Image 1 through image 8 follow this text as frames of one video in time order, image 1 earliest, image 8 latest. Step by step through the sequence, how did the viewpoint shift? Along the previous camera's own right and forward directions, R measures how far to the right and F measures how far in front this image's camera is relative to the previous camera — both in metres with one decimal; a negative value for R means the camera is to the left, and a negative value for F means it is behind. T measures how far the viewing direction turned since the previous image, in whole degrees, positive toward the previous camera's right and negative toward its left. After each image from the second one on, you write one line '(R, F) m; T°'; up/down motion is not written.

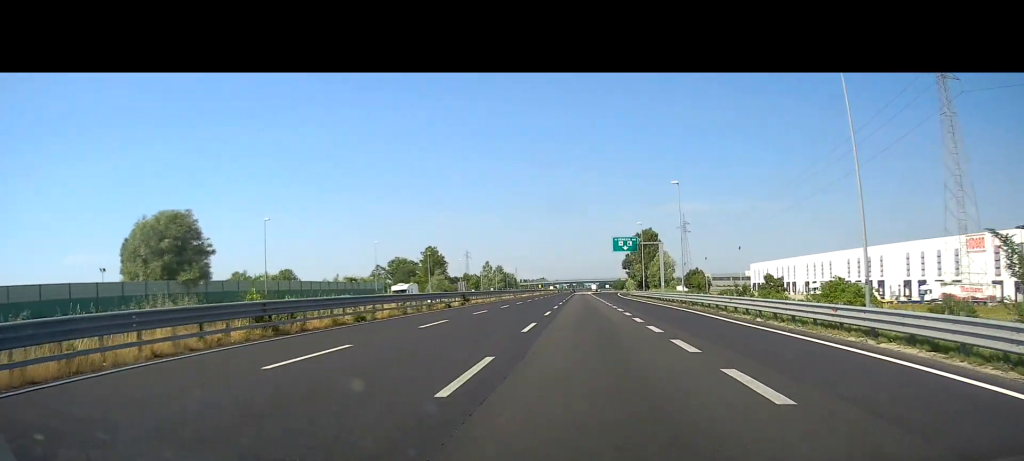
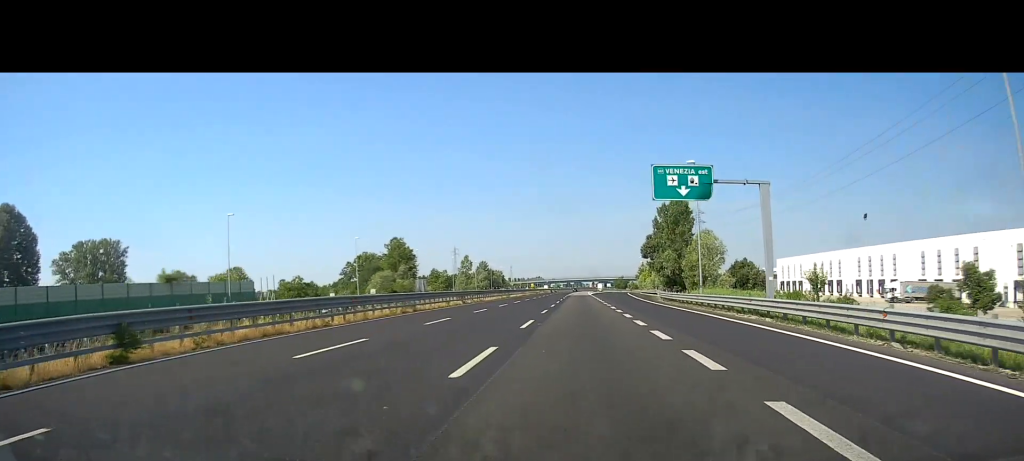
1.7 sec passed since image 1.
(+0.1, +43.8) m; 0°
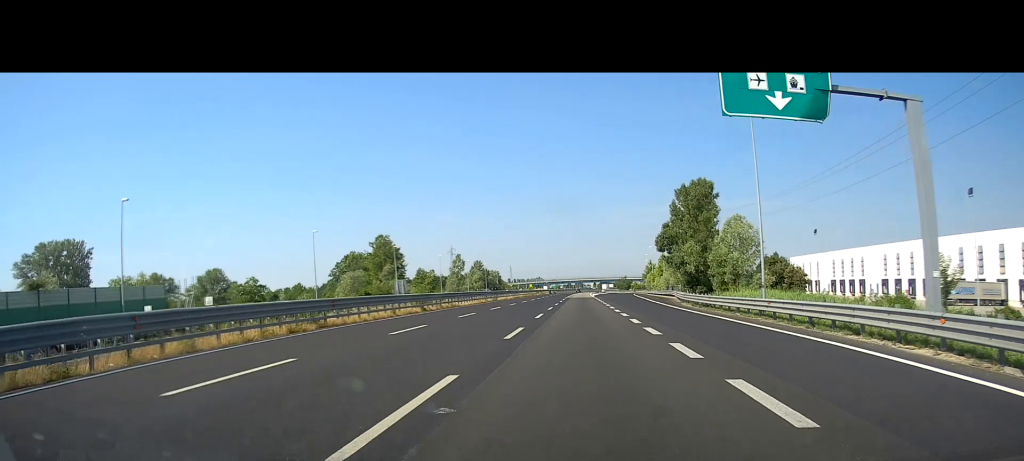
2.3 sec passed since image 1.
(0.0, +15.8) m; 0°
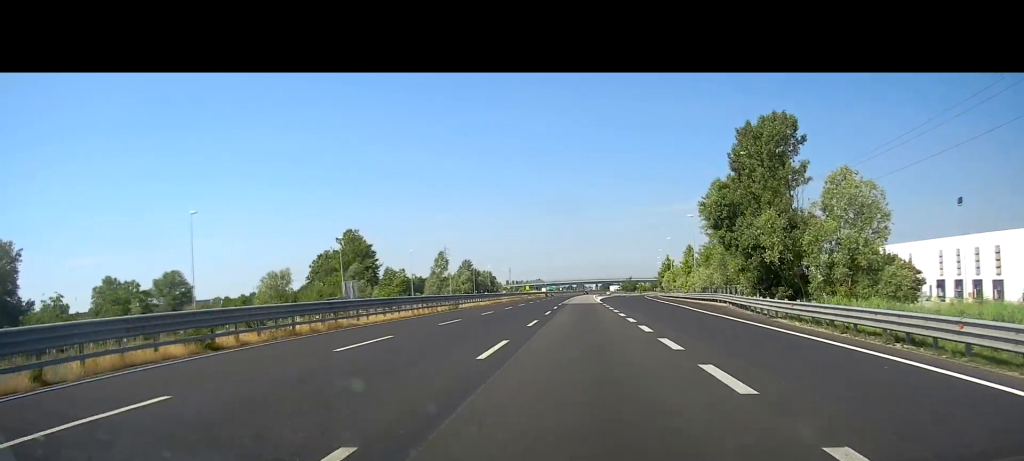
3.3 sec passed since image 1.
(+0.3, +27.2) m; +1°
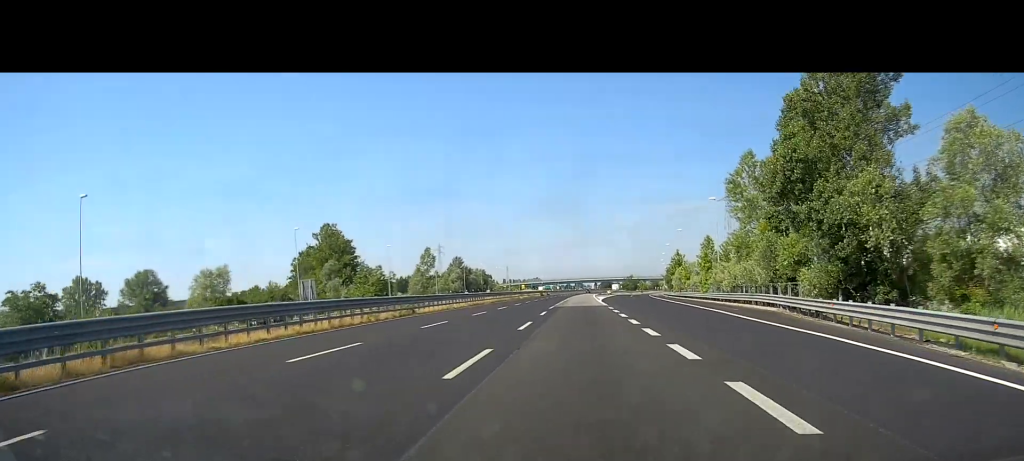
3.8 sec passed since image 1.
(0.0, +14.0) m; 0°
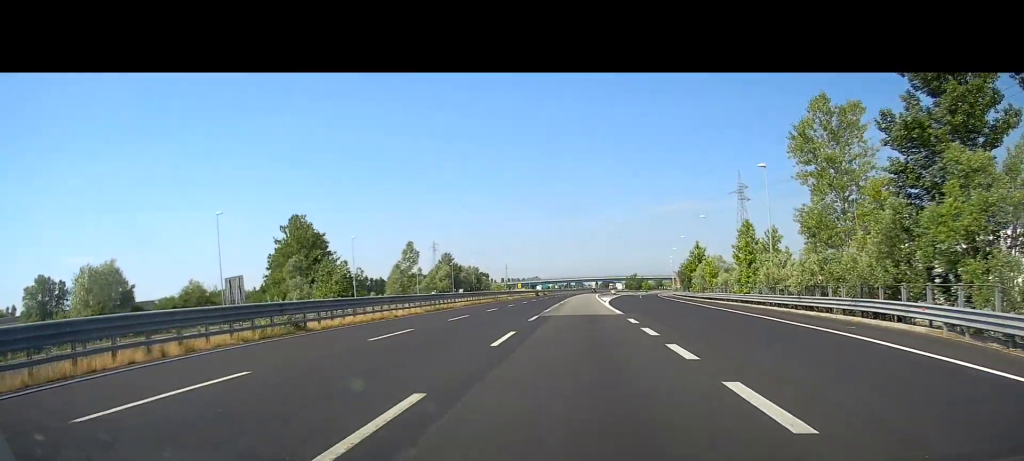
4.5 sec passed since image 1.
(0.0, +17.6) m; -1°
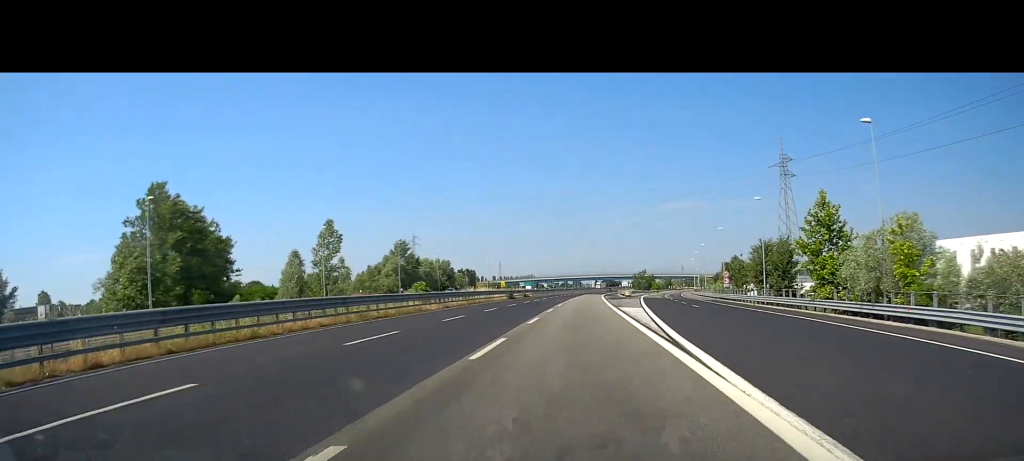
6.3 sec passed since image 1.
(-0.7, +47.5) m; -1°
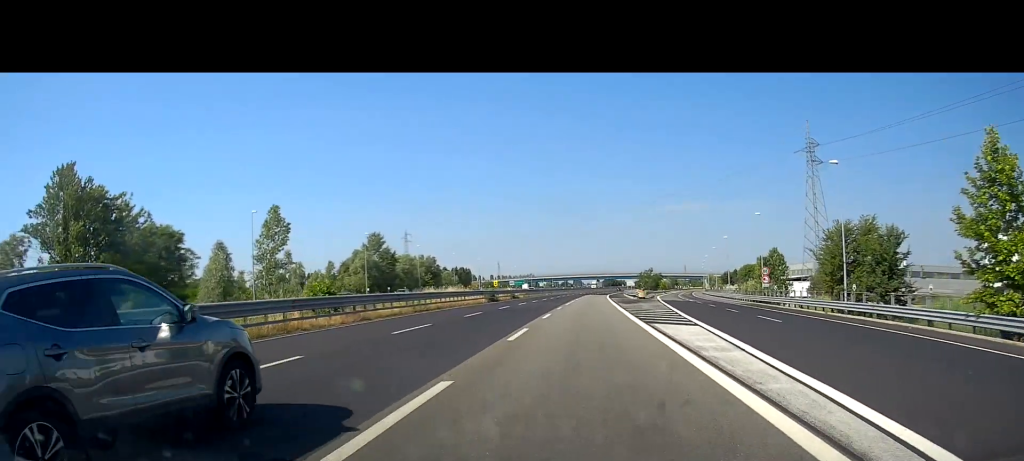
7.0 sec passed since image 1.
(0.0, +19.4) m; +1°
